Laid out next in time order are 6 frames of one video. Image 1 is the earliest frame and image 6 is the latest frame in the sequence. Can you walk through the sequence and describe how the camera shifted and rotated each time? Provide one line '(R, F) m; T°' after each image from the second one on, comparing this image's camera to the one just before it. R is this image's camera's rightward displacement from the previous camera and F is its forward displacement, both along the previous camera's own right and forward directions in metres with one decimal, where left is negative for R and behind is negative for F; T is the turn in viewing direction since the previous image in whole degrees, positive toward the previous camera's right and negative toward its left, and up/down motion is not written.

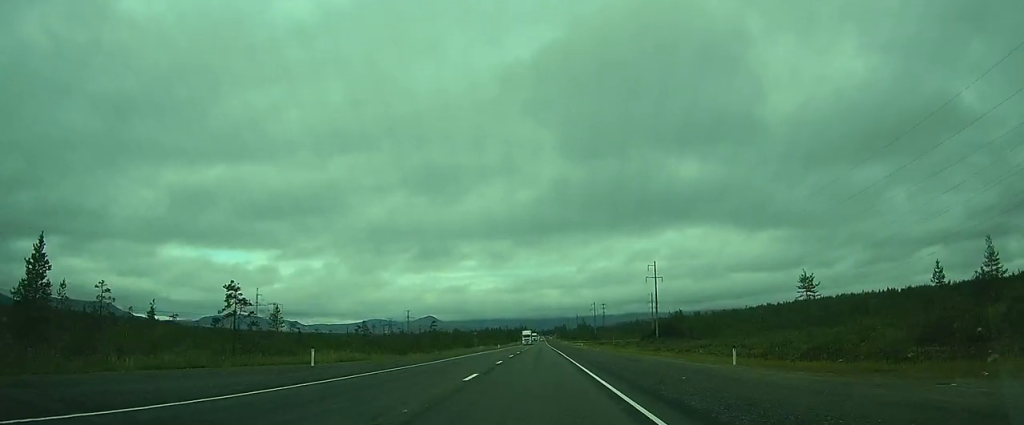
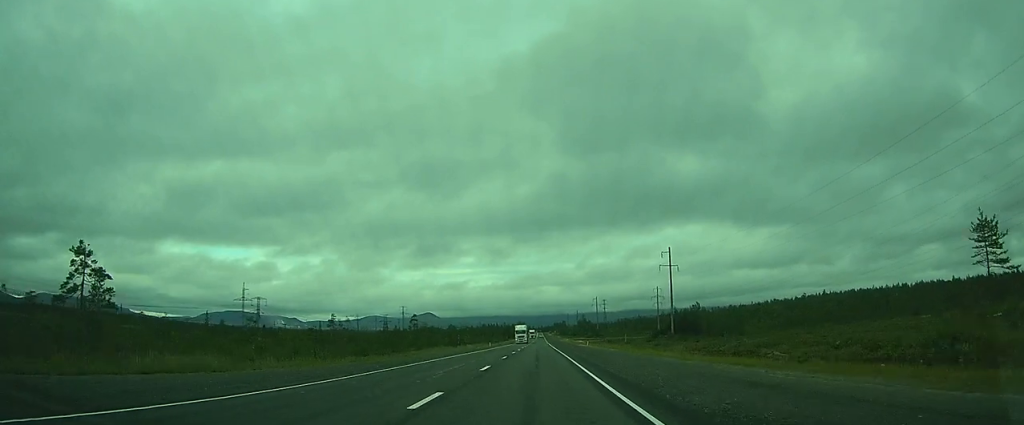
(+0.1, +19.8) m; +1°
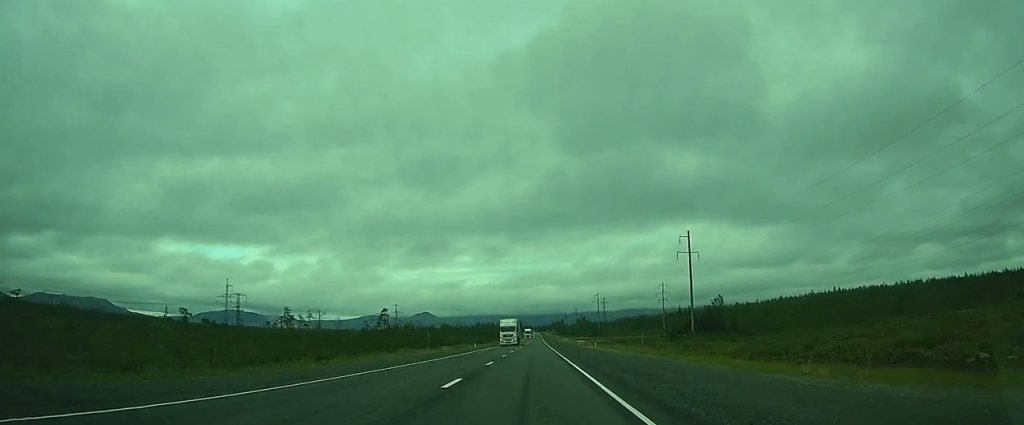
(+0.2, +20.5) m; 0°
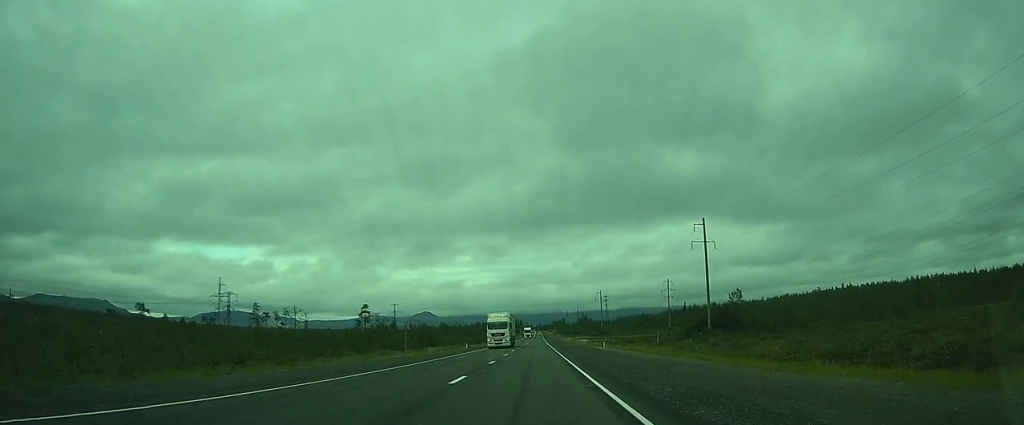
(-0.1, +11.0) m; 0°
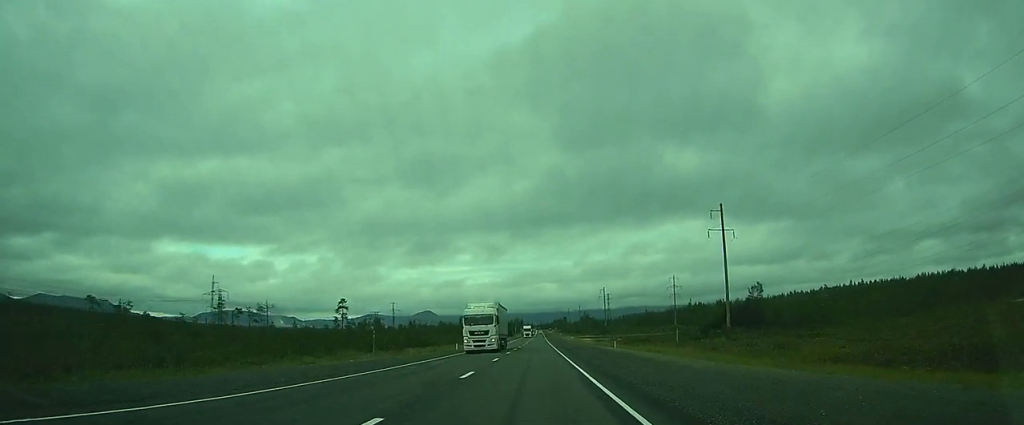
(0.0, +10.1) m; 0°
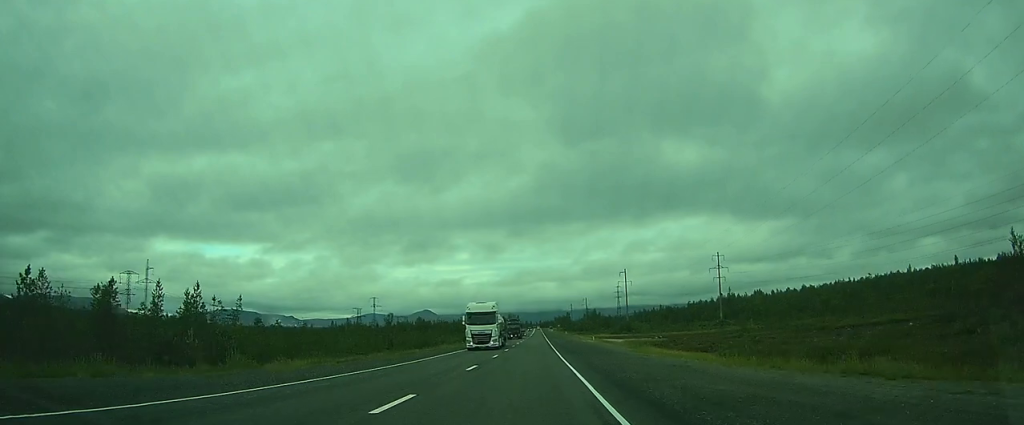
(-1.7, +68.0) m; -1°
